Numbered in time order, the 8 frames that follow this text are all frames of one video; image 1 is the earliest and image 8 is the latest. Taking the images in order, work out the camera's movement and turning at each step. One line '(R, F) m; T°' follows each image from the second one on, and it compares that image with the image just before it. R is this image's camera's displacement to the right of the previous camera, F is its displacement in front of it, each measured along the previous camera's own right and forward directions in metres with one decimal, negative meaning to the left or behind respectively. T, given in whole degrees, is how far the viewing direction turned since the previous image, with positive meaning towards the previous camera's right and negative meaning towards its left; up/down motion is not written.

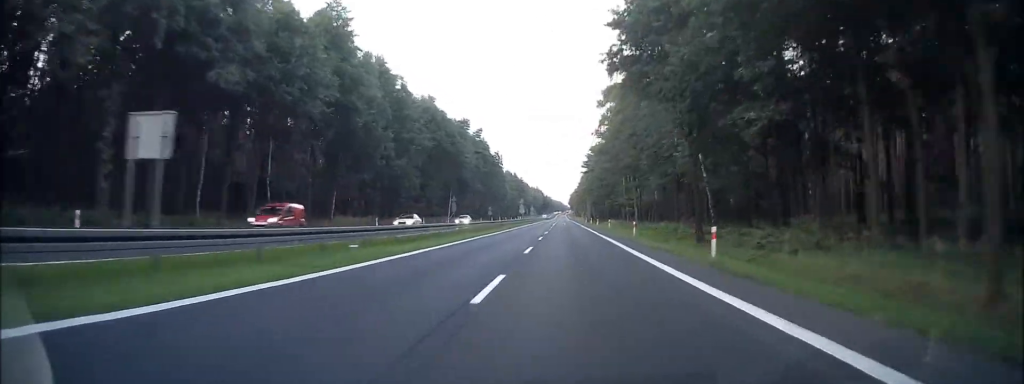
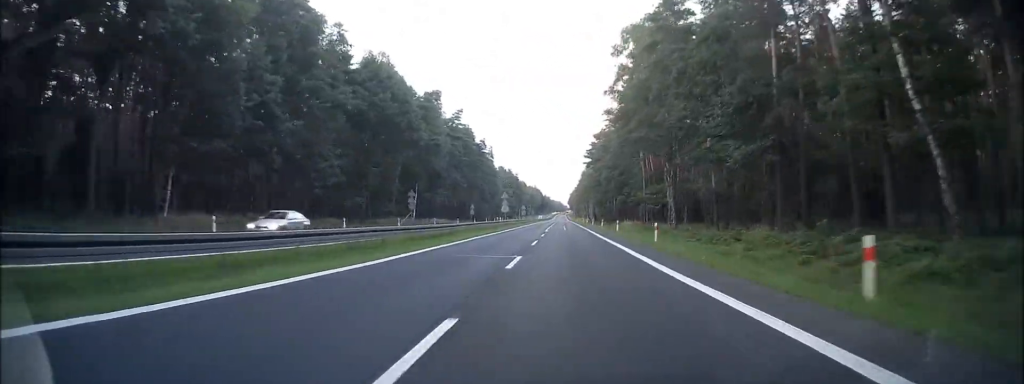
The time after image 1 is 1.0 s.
(-0.1, +29.5) m; 0°
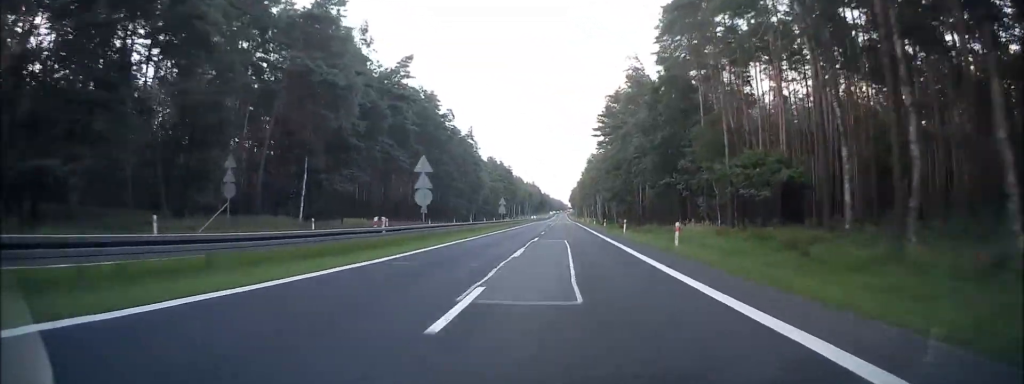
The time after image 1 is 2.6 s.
(+0.1, +44.3) m; +1°
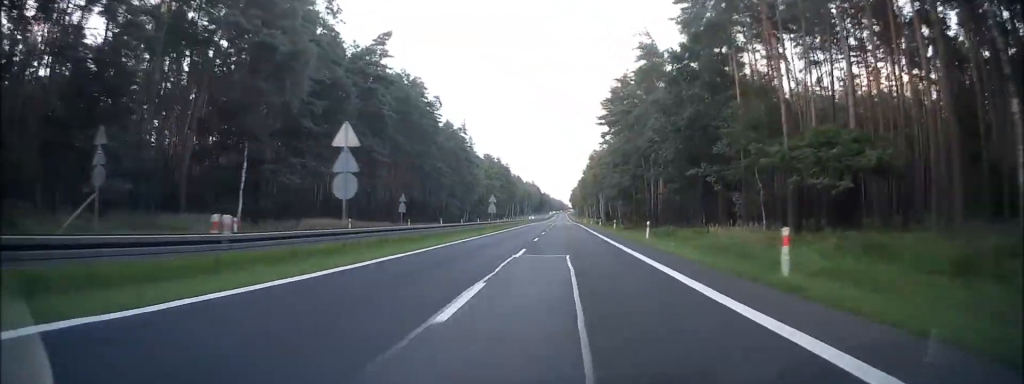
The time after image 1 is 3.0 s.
(+0.1, +11.6) m; 0°
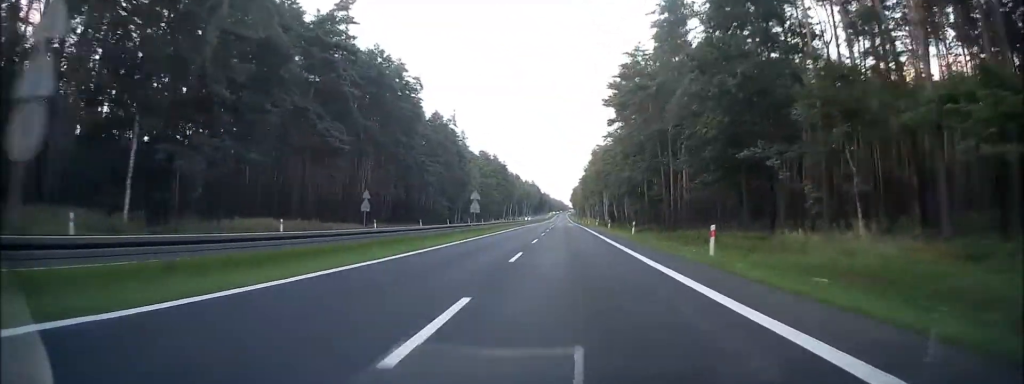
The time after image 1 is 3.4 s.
(0.0, +13.6) m; 0°
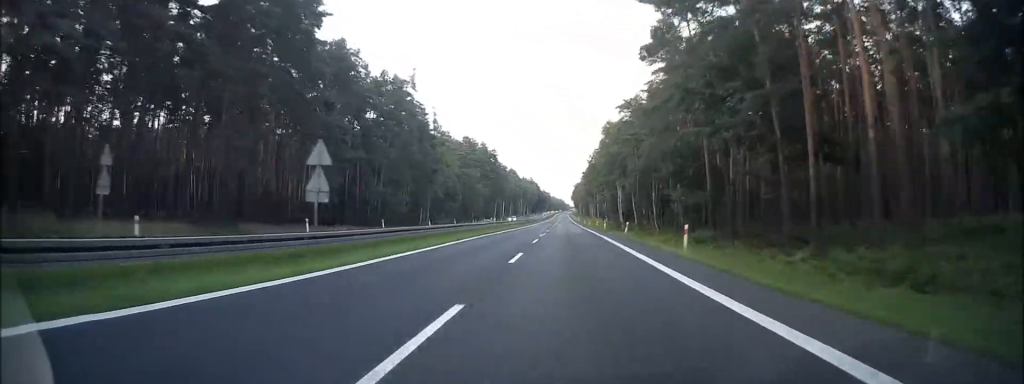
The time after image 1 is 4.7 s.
(-0.3, +36.4) m; -1°
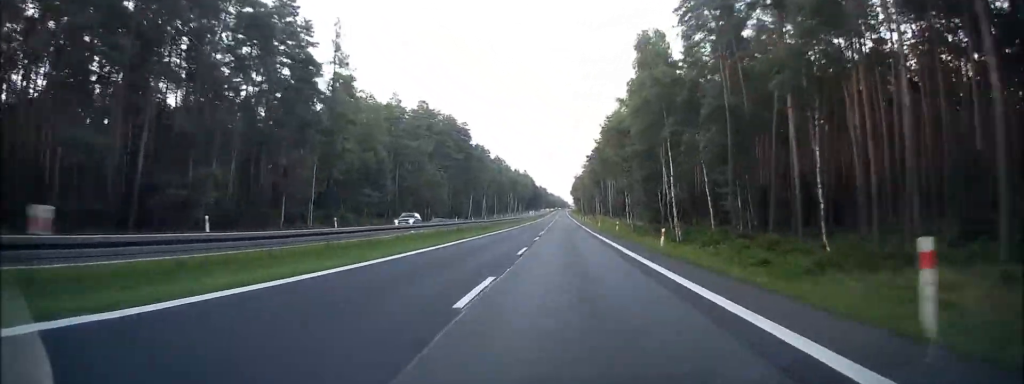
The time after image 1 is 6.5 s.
(+0.2, +54.9) m; 0°
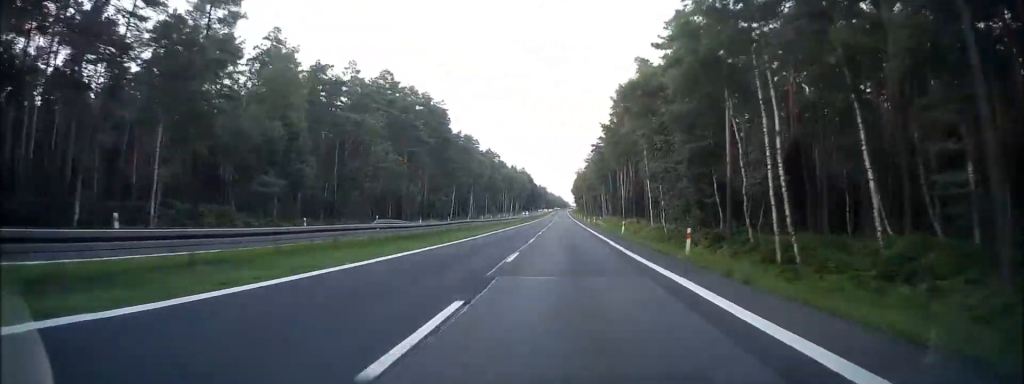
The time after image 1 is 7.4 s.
(-0.2, +27.4) m; 0°
